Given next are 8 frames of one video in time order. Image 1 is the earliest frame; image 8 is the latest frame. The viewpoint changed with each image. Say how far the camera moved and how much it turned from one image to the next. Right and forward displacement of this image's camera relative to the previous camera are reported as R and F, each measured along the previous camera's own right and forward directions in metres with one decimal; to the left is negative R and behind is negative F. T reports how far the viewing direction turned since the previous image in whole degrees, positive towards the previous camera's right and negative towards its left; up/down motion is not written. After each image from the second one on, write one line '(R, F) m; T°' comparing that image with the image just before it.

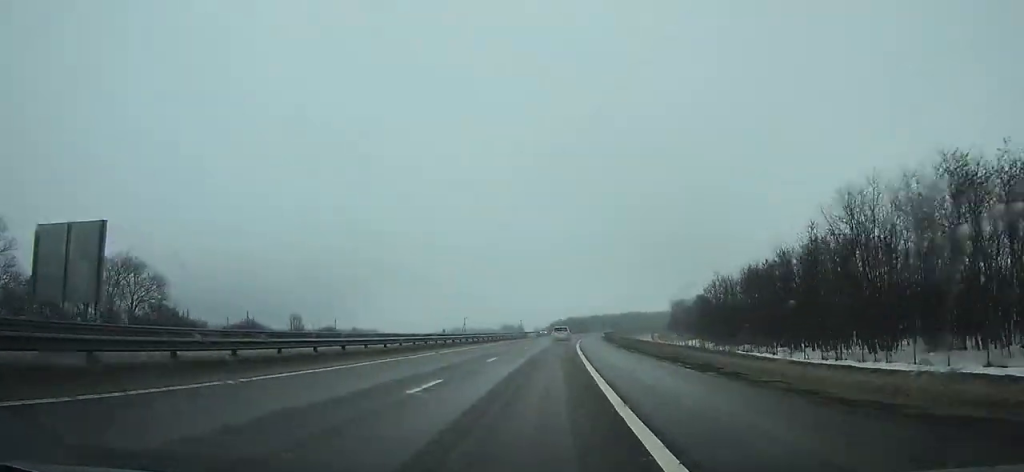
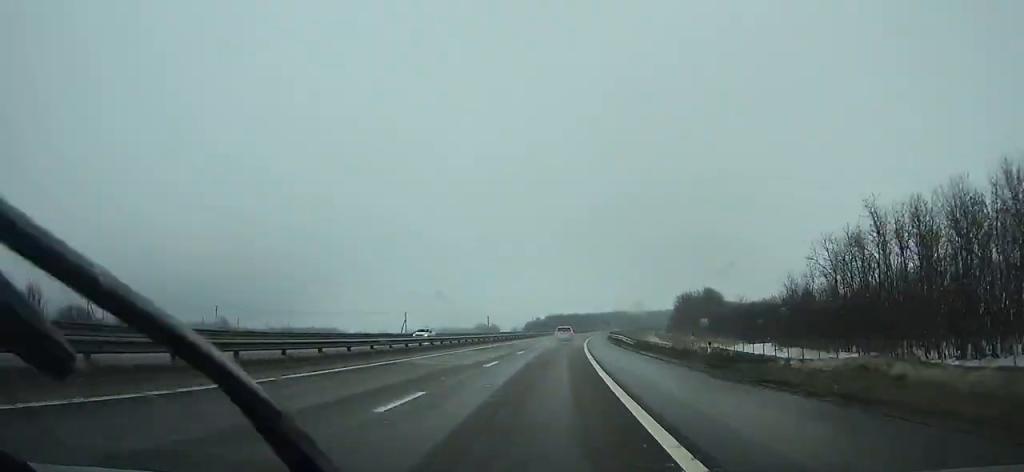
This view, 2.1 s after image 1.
(+0.7, +51.1) m; +2°
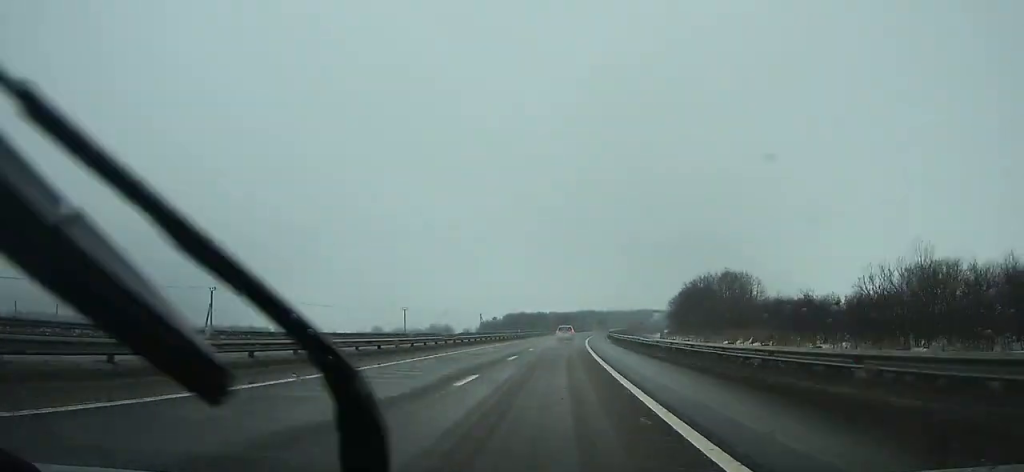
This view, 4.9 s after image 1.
(+1.9, +67.2) m; +4°
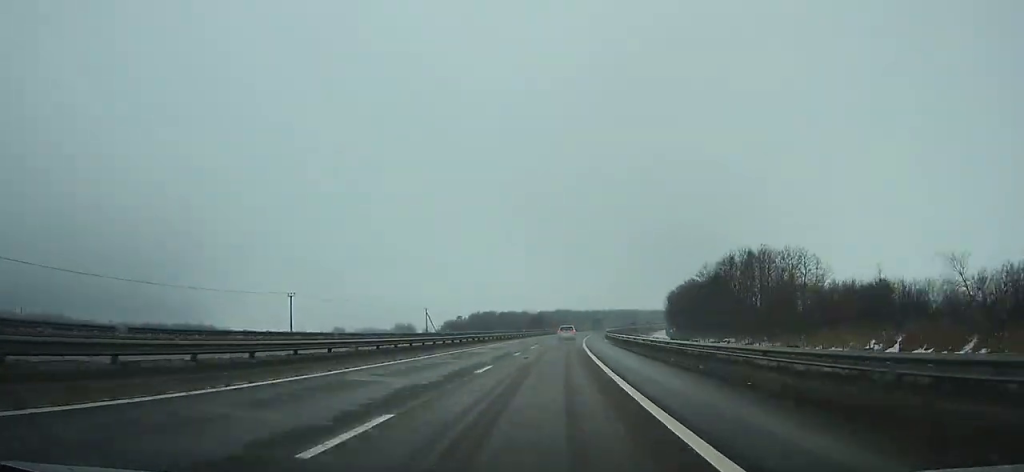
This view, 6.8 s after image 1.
(+1.4, +45.1) m; +2°
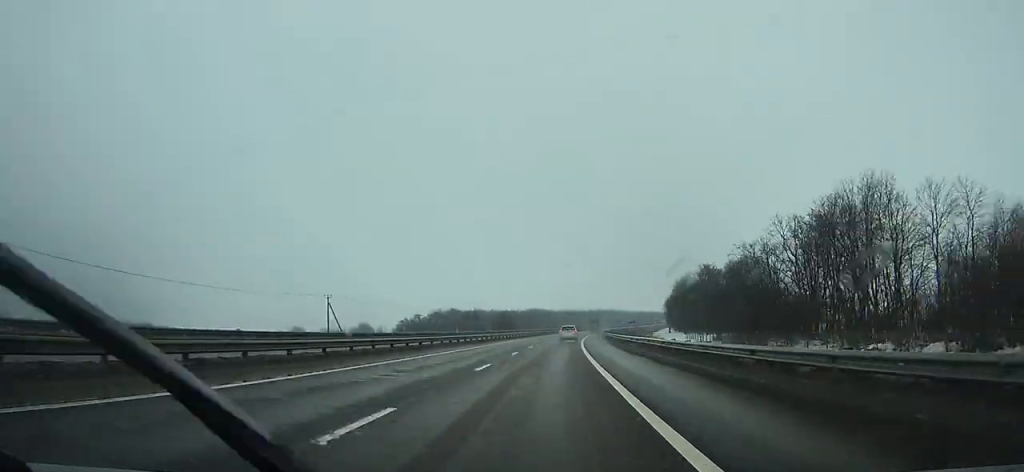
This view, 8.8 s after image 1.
(+1.0, +47.1) m; +2°
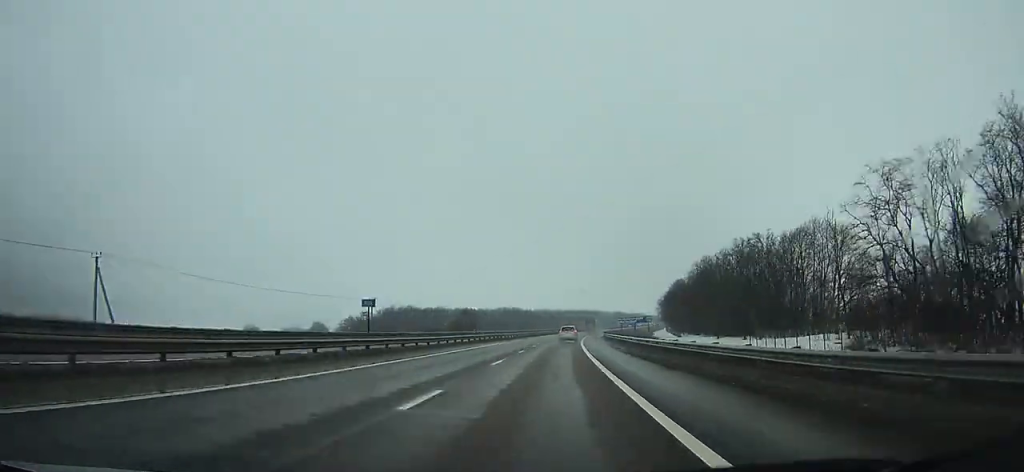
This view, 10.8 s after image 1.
(+0.4, +46.9) m; +2°
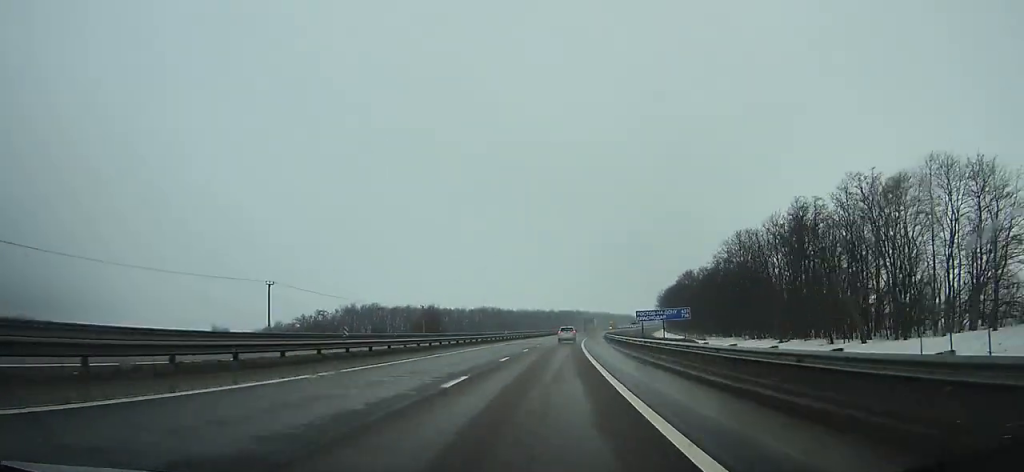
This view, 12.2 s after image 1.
(+1.0, +32.5) m; +2°
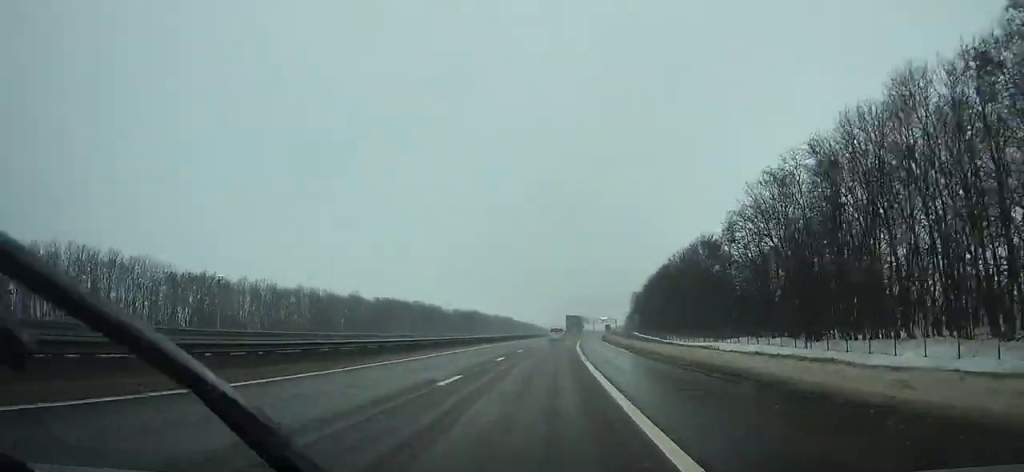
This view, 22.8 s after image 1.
(+24.3, +240.1) m; +12°
